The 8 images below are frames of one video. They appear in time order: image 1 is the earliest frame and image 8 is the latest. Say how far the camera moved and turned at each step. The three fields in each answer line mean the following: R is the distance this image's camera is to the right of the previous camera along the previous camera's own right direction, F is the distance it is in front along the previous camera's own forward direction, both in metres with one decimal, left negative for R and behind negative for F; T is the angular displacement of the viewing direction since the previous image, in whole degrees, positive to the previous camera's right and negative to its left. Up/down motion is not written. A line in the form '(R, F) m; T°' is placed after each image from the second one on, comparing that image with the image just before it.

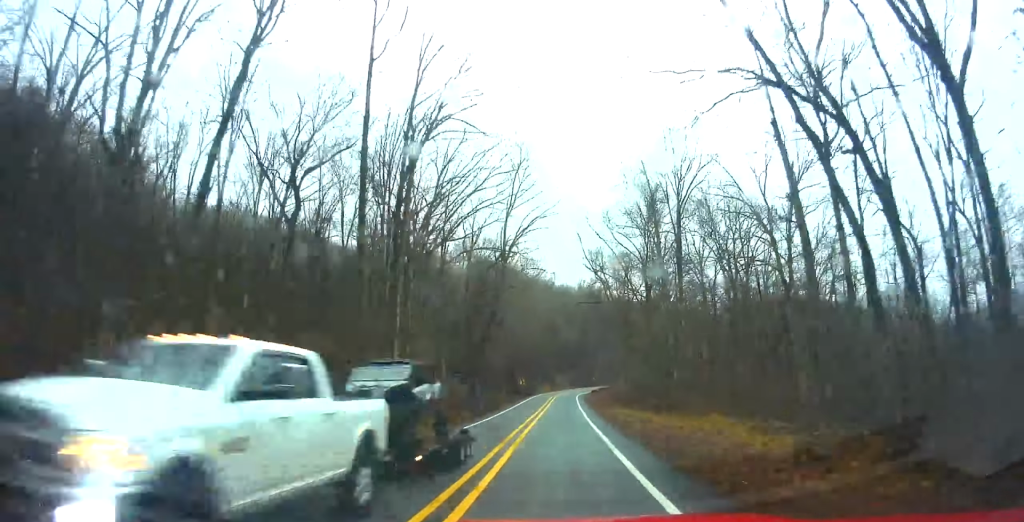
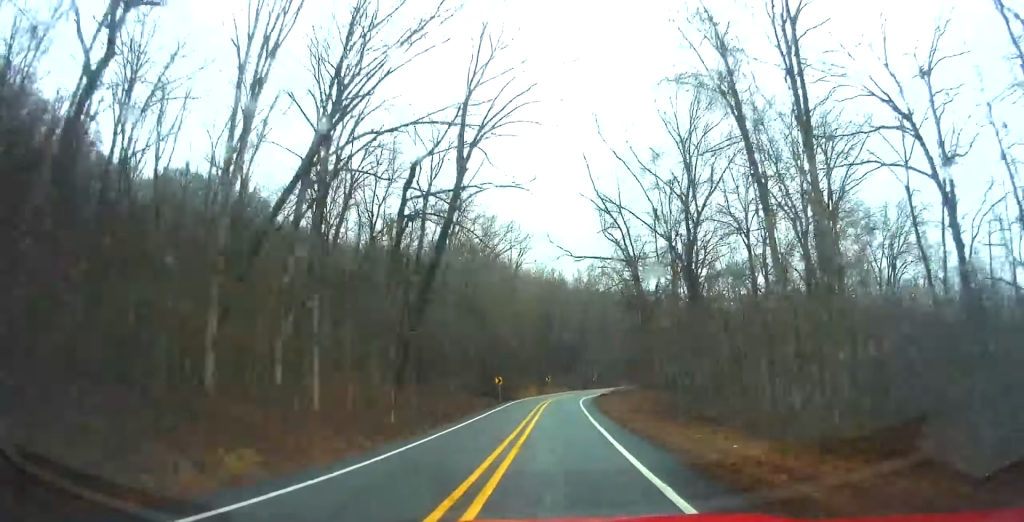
(+2.9, +26.1) m; +5°
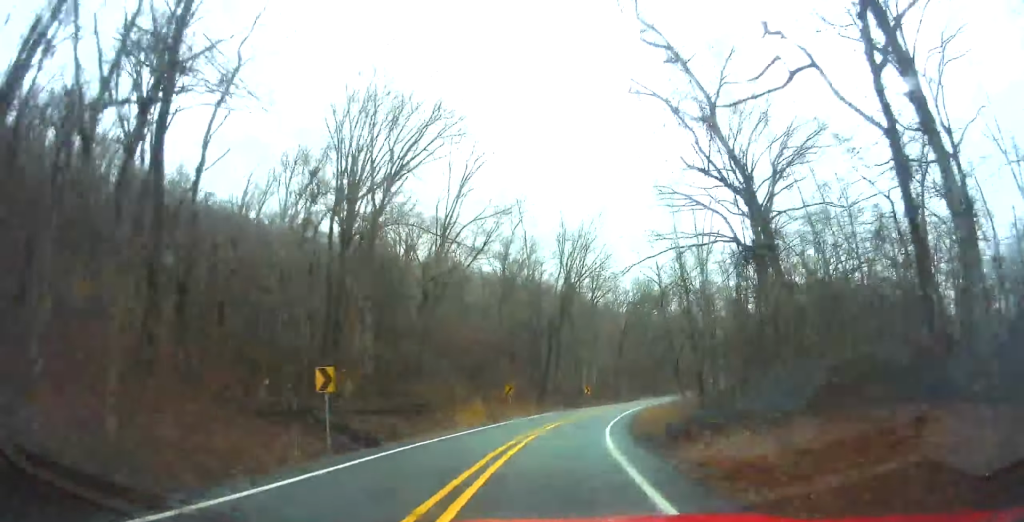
(+2.7, +41.0) m; +7°
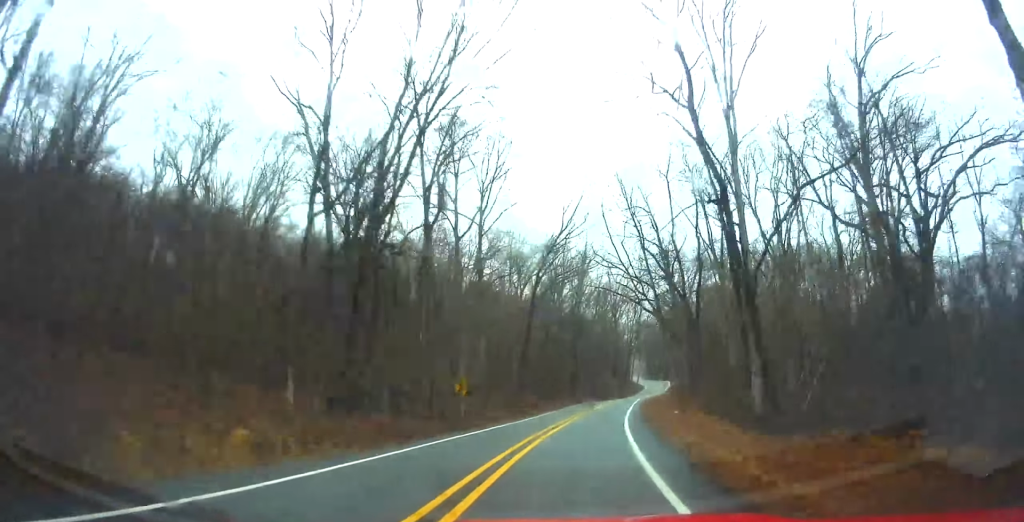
(-0.4, +44.1) m; +7°
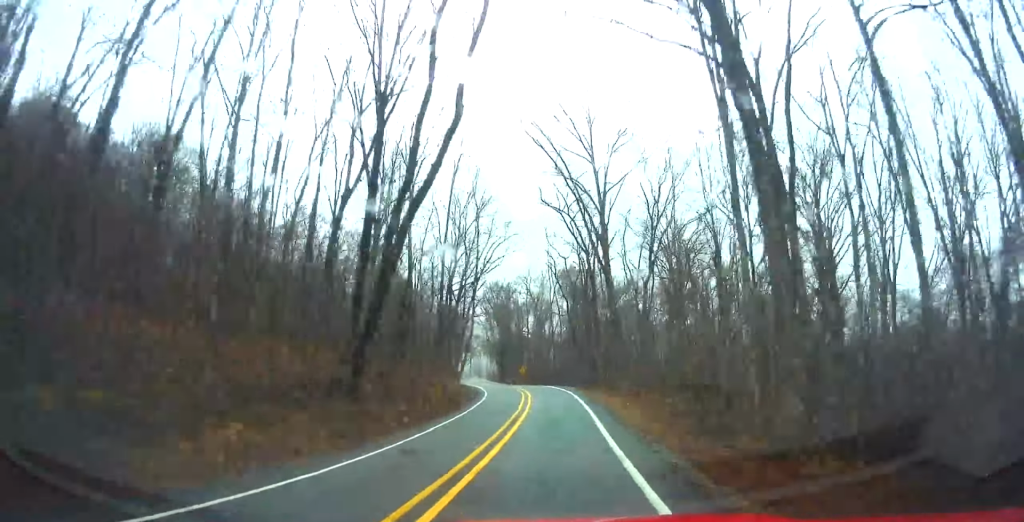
(+18.6, +105.9) m; +12°
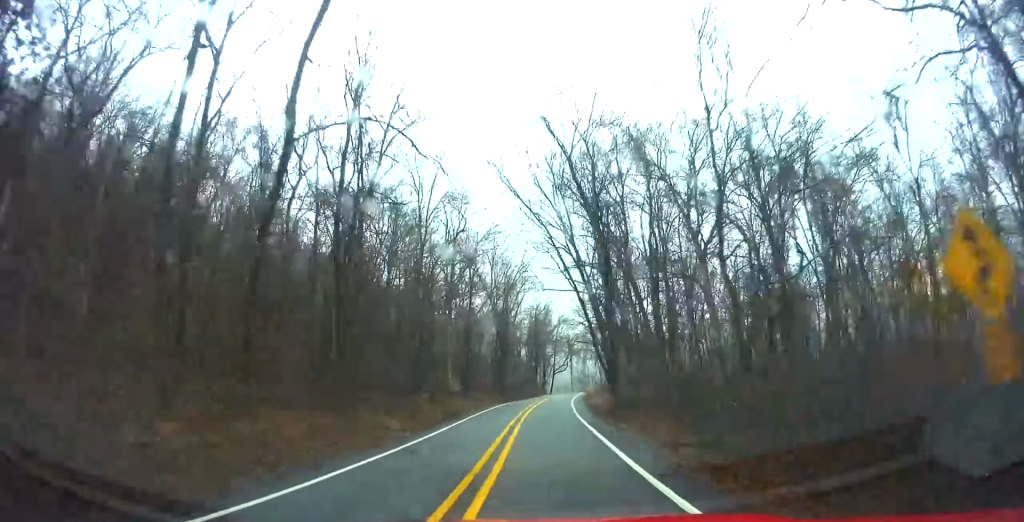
(+0.3, +83.0) m; -2°
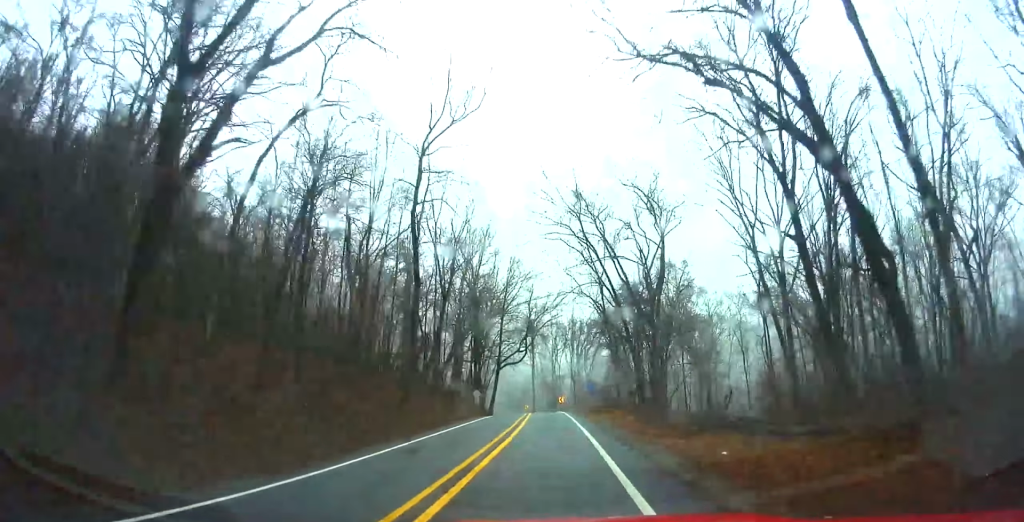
(-2.5, +79.4) m; -2°
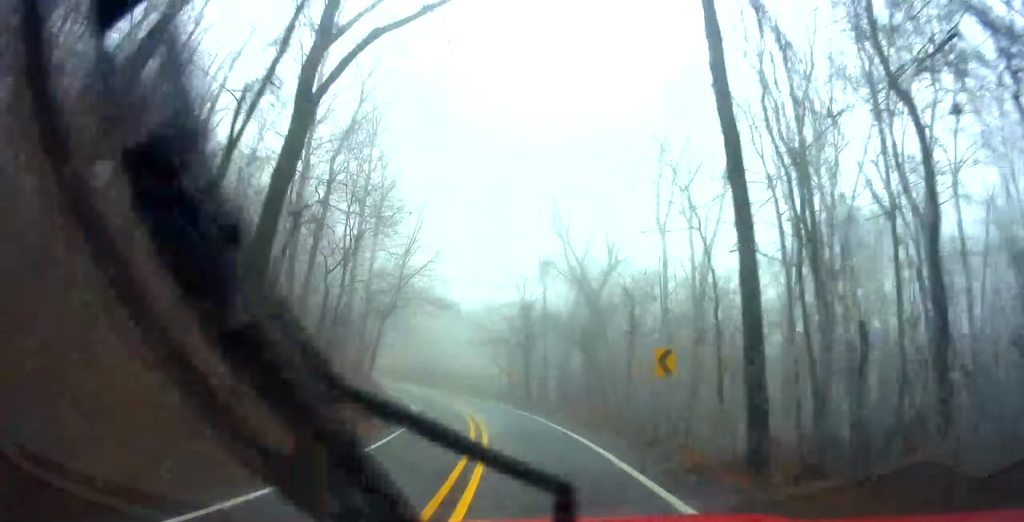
(-3.9, +105.2) m; -9°
